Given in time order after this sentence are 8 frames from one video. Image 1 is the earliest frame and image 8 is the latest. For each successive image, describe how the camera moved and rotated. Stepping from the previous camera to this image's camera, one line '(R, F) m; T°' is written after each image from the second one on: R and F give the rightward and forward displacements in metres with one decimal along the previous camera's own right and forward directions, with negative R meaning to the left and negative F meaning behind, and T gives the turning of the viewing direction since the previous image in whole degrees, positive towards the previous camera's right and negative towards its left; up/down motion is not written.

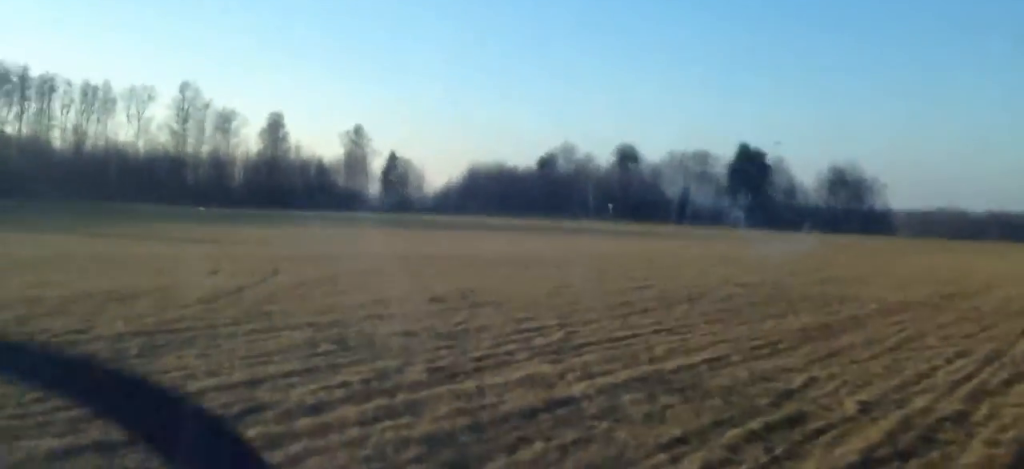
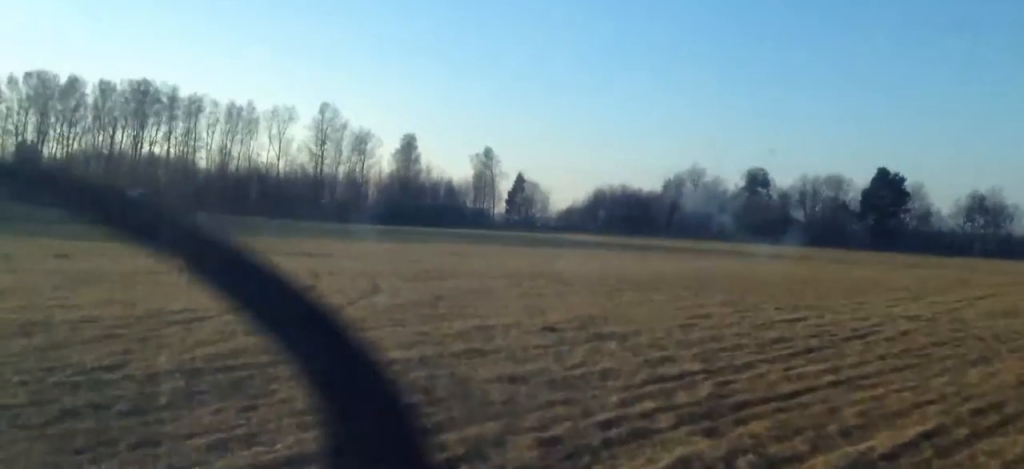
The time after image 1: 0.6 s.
(-0.4, +3.5) m; -5°
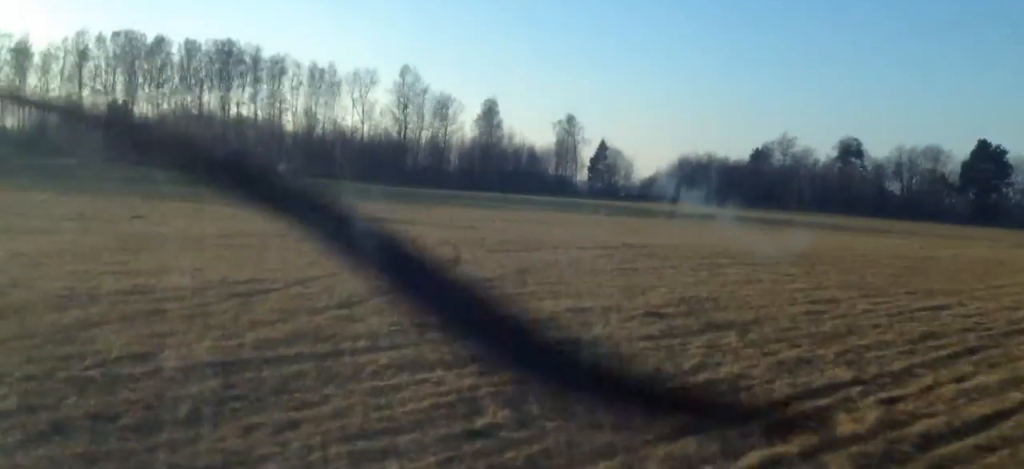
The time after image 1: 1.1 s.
(-0.3, +2.5) m; -3°
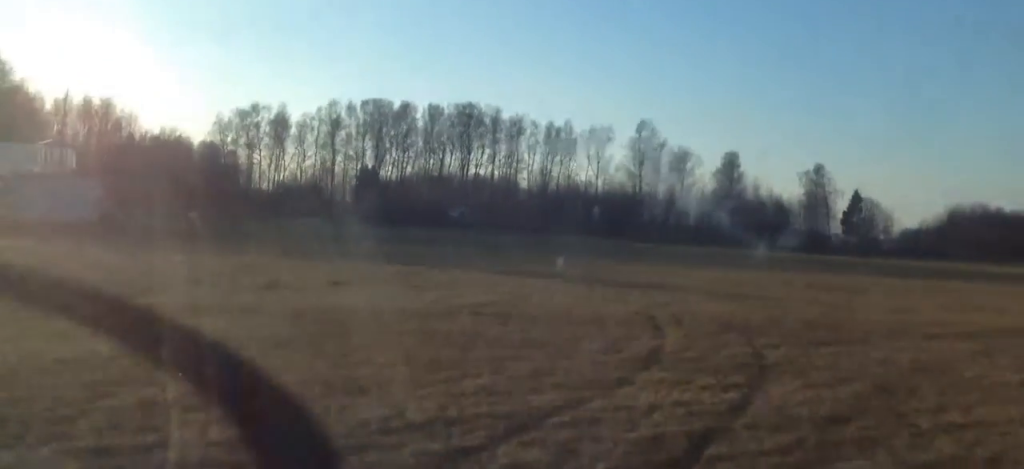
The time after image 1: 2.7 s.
(-0.3, +7.9) m; -5°
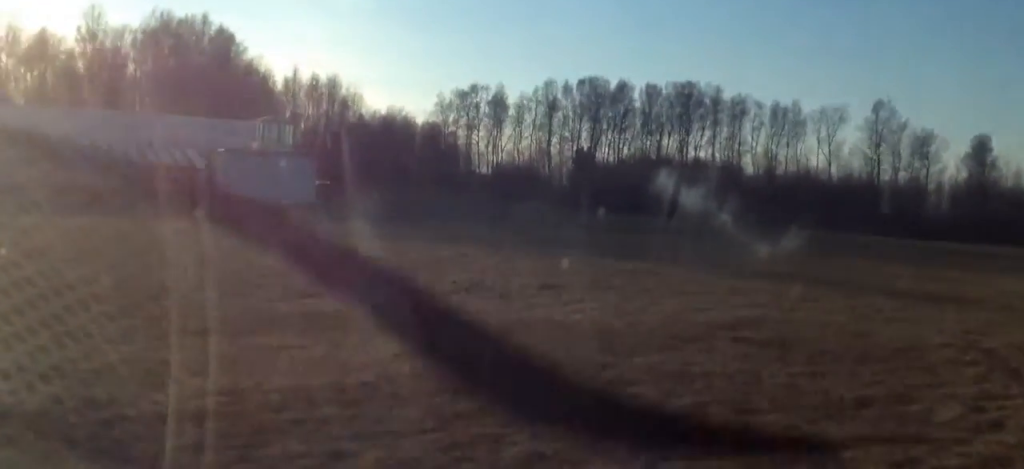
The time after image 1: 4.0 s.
(+0.1, +6.5) m; +1°
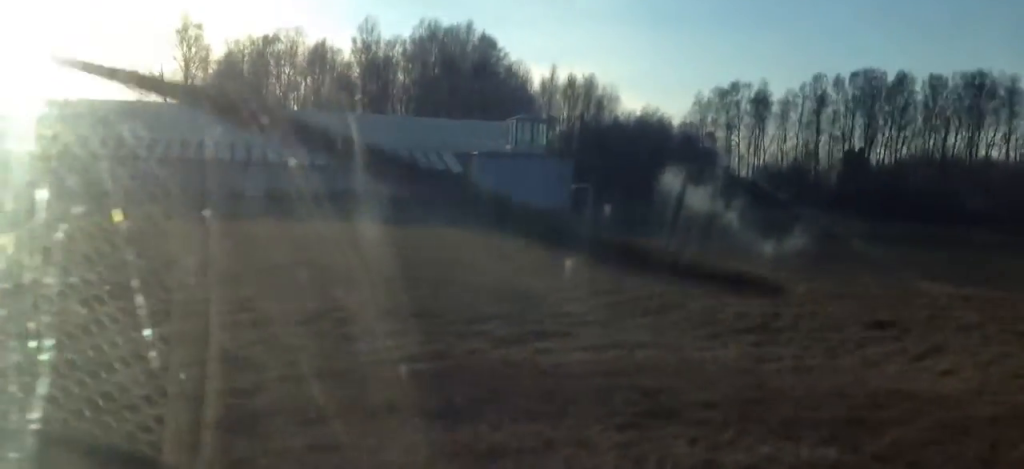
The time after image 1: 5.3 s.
(-0.6, +6.1) m; -23°
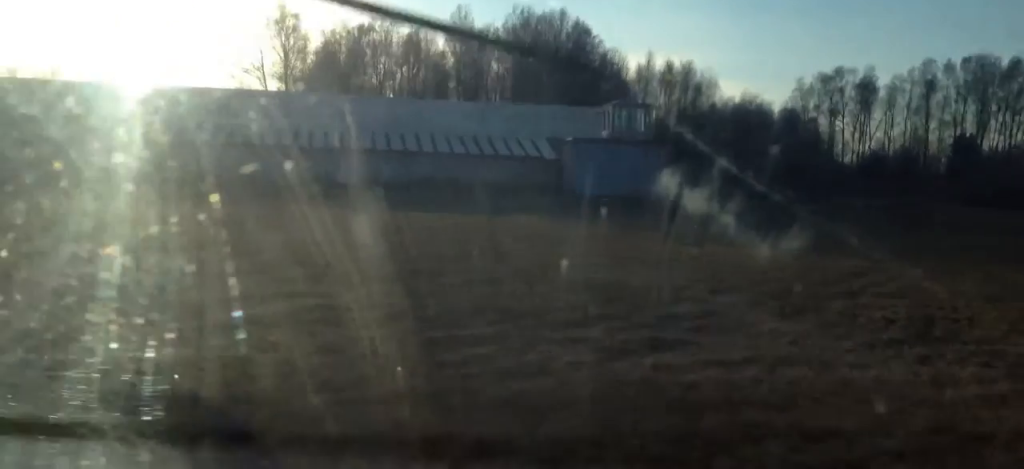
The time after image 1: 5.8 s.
(-0.4, +1.8) m; -20°
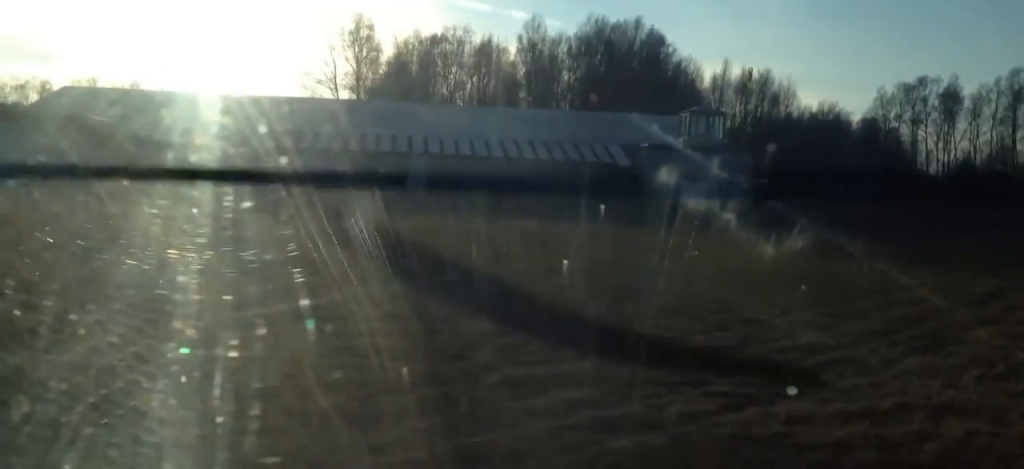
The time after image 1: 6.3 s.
(-0.2, +1.9) m; -15°
